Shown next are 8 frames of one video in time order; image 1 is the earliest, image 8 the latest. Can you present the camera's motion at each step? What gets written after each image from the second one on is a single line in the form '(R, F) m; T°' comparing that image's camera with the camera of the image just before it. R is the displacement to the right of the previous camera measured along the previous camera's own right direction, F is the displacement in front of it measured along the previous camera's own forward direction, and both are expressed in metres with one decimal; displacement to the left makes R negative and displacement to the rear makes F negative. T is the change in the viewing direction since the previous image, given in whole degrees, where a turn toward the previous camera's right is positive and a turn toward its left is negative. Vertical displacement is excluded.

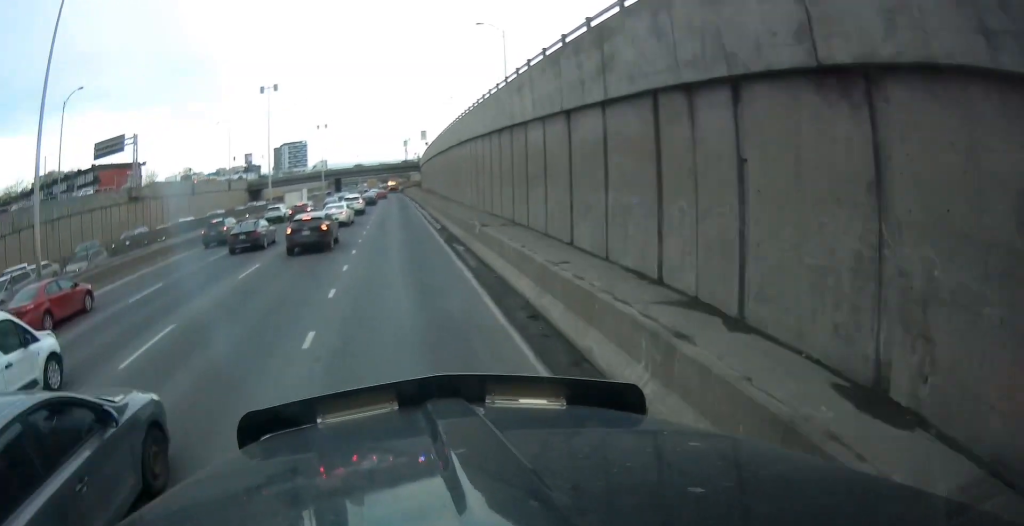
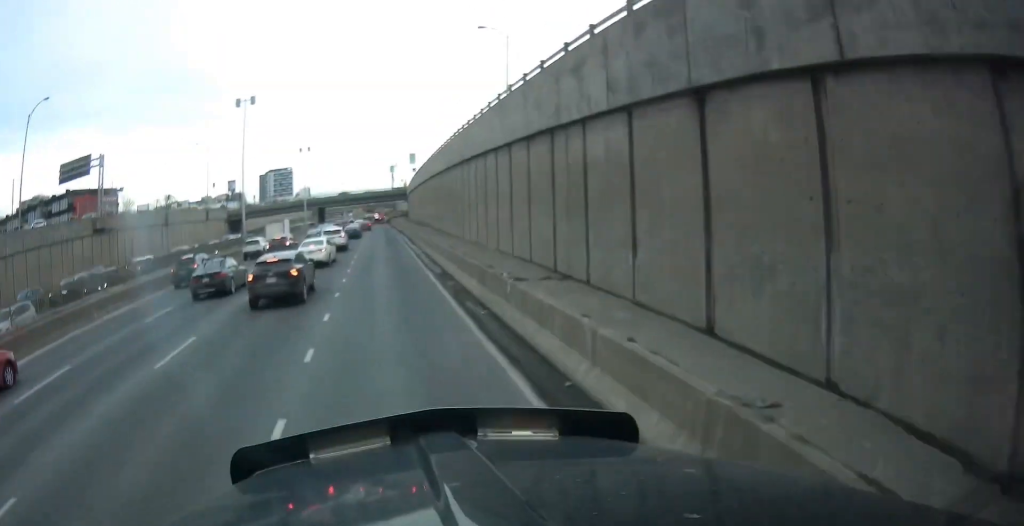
(-0.2, +6.6) m; 0°
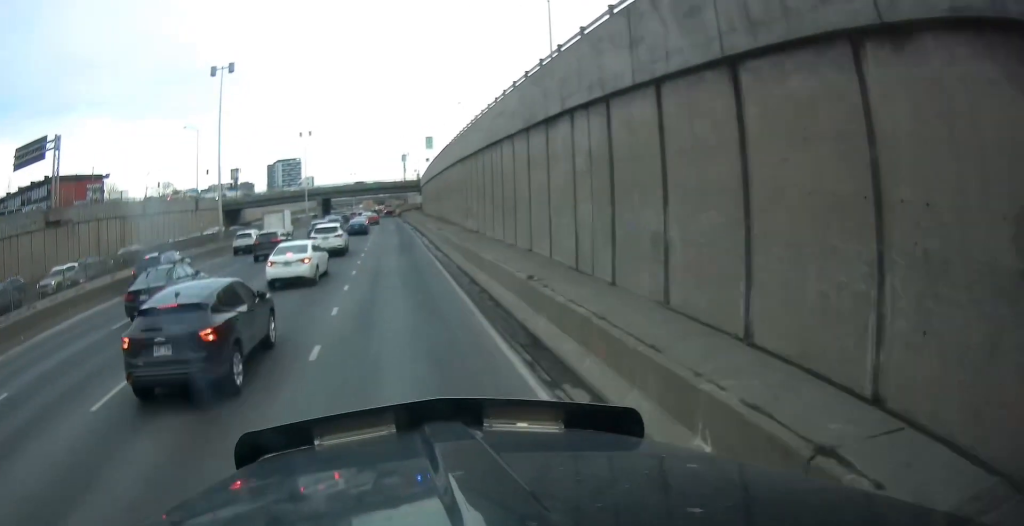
(+0.1, +12.3) m; +1°
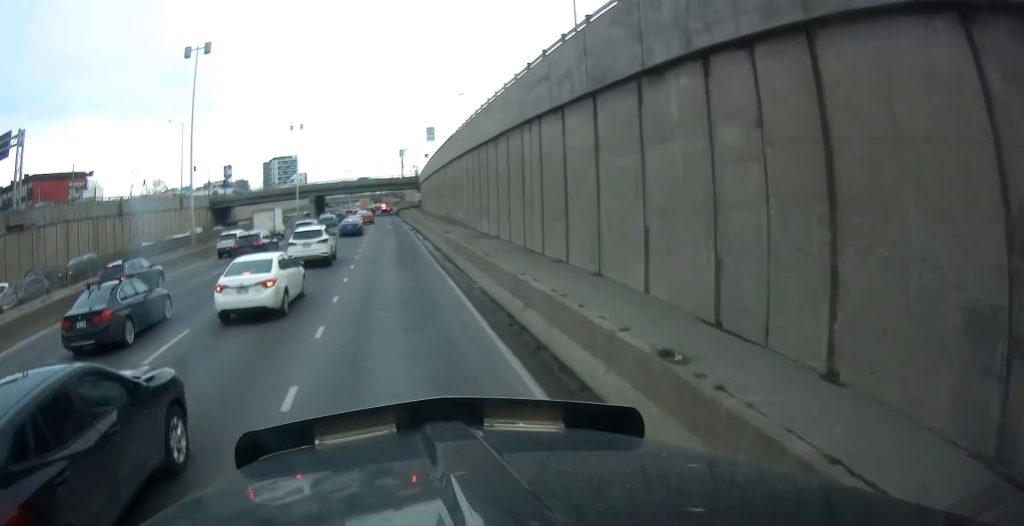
(0.0, +6.6) m; +1°
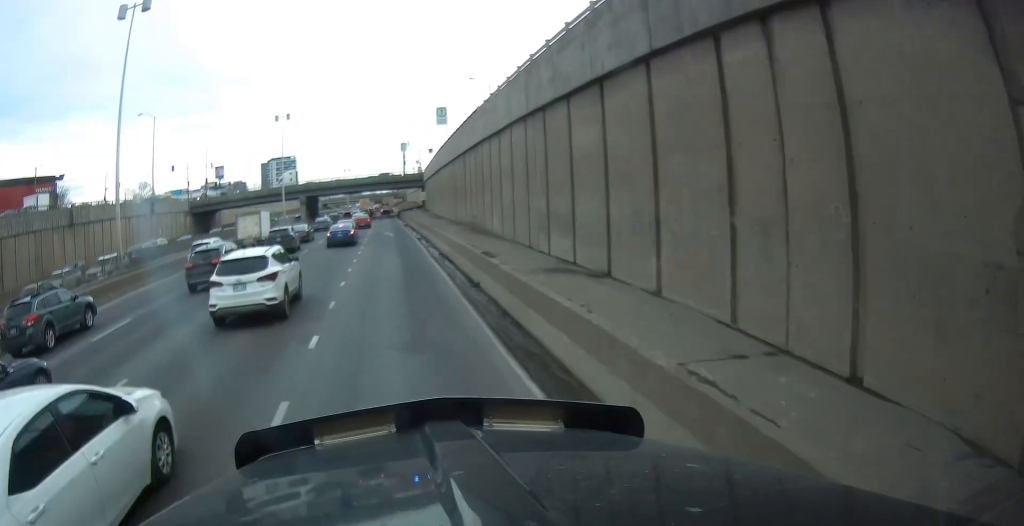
(+0.1, +12.4) m; -1°
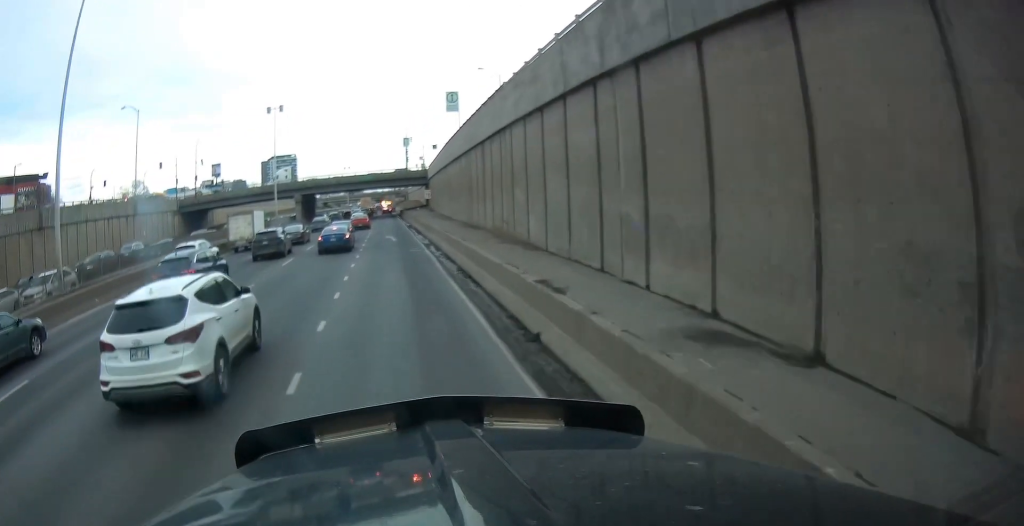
(-0.2, +6.7) m; 0°
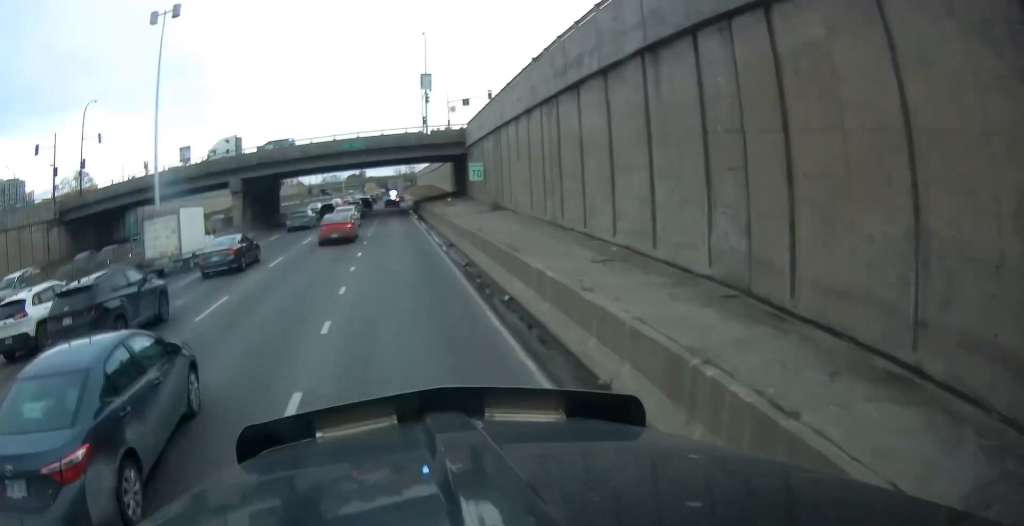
(+0.3, +40.5) m; 0°
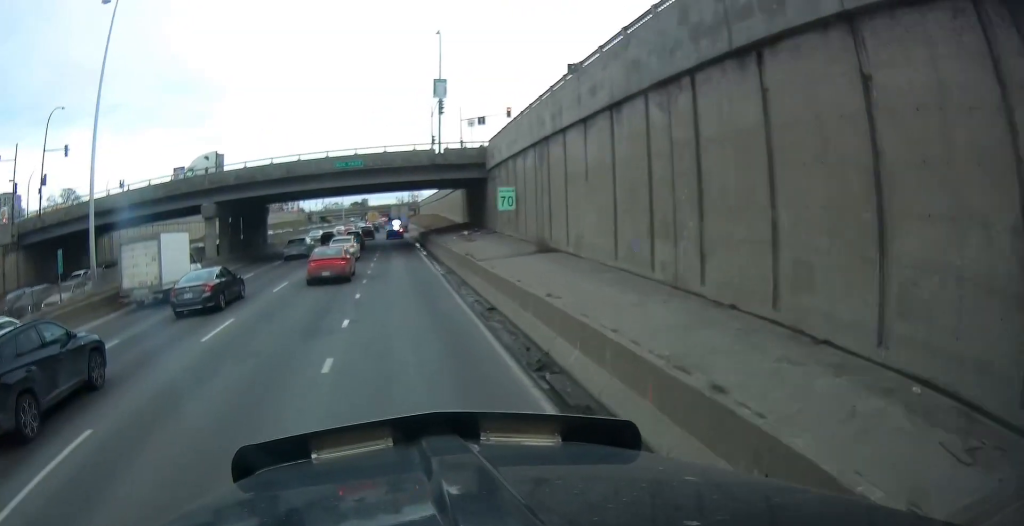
(0.0, +9.4) m; 0°
